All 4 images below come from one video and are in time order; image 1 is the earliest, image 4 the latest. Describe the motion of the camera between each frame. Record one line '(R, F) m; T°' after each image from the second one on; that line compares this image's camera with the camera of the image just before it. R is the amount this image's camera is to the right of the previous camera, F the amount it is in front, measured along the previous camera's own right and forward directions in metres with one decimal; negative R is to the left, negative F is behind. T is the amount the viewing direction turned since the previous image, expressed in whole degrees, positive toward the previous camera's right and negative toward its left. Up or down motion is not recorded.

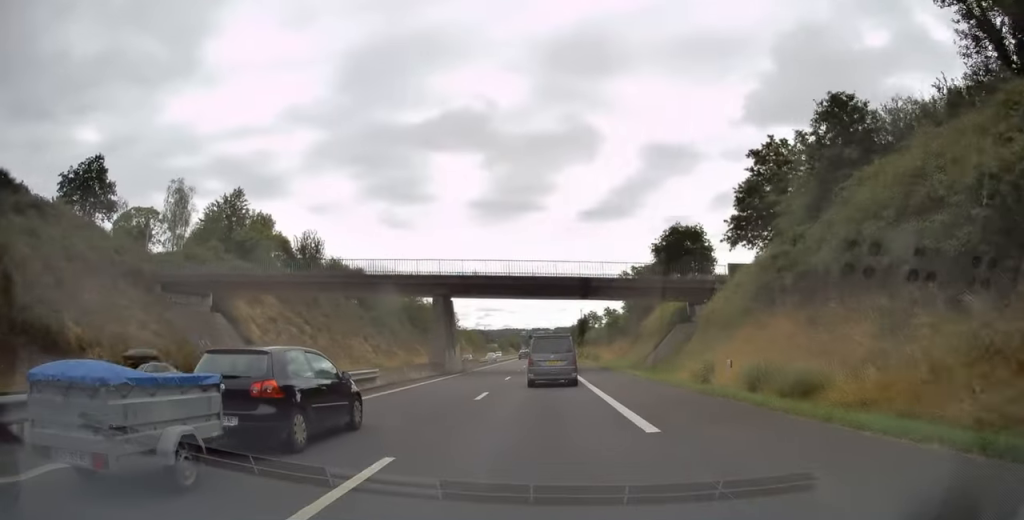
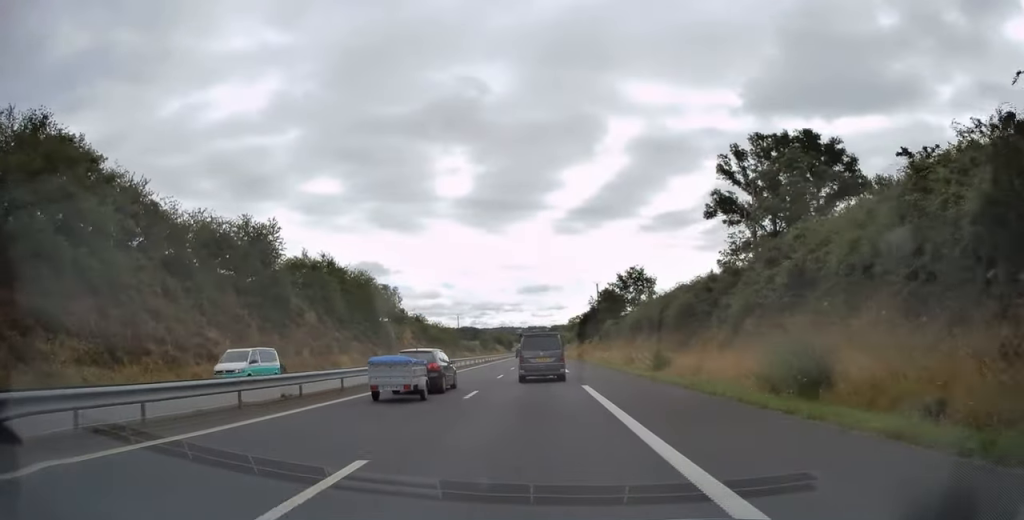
(-0.2, +78.2) m; 0°
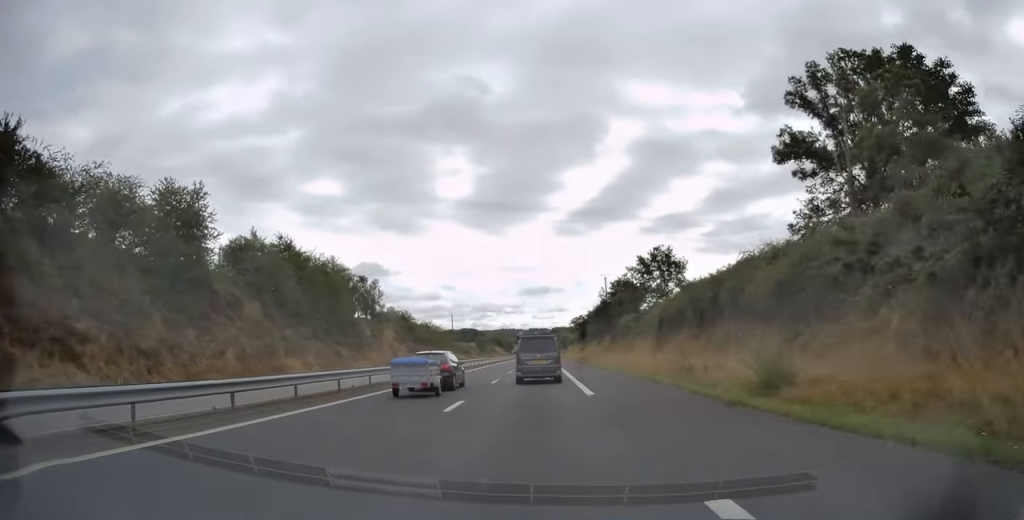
(0.0, +16.2) m; 0°
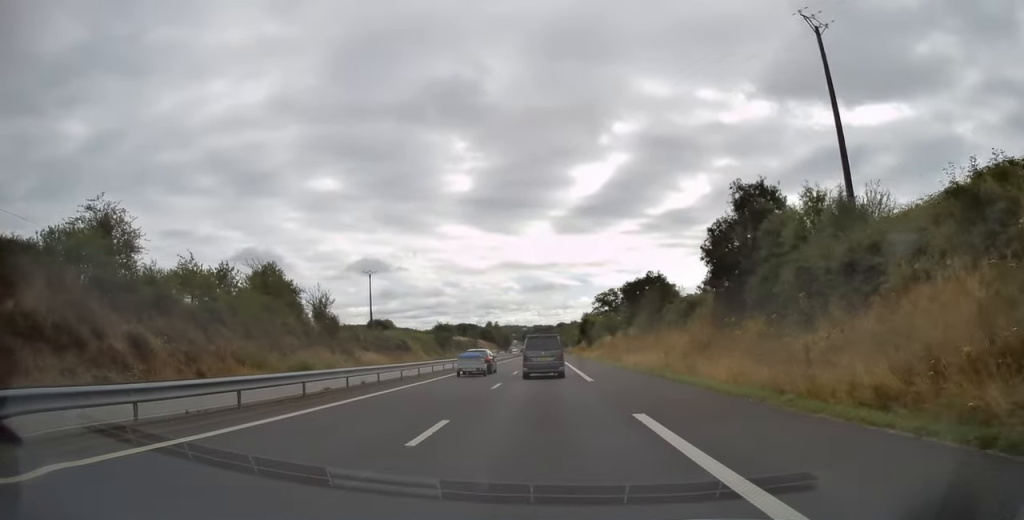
(0.0, +95.9) m; 0°
